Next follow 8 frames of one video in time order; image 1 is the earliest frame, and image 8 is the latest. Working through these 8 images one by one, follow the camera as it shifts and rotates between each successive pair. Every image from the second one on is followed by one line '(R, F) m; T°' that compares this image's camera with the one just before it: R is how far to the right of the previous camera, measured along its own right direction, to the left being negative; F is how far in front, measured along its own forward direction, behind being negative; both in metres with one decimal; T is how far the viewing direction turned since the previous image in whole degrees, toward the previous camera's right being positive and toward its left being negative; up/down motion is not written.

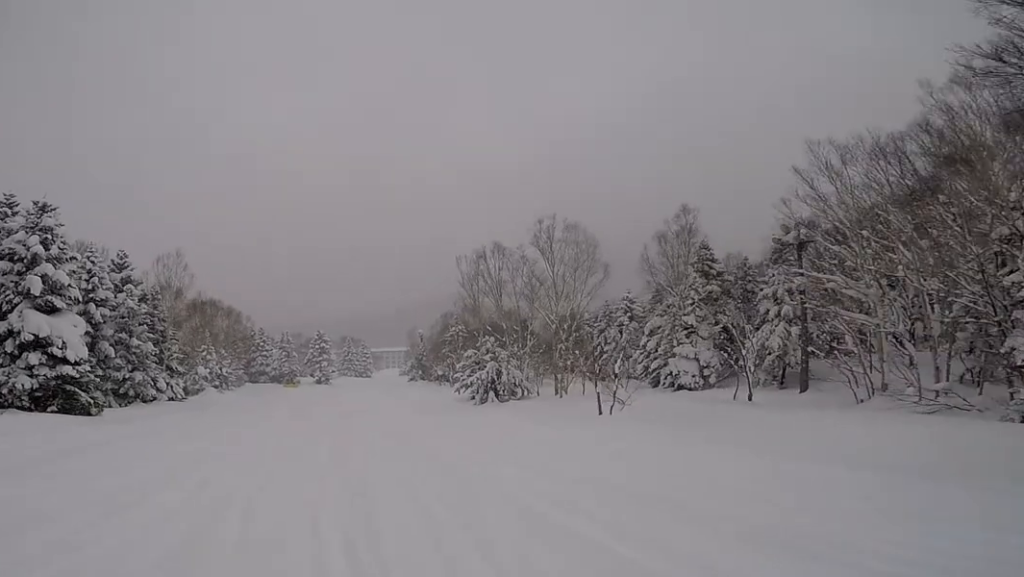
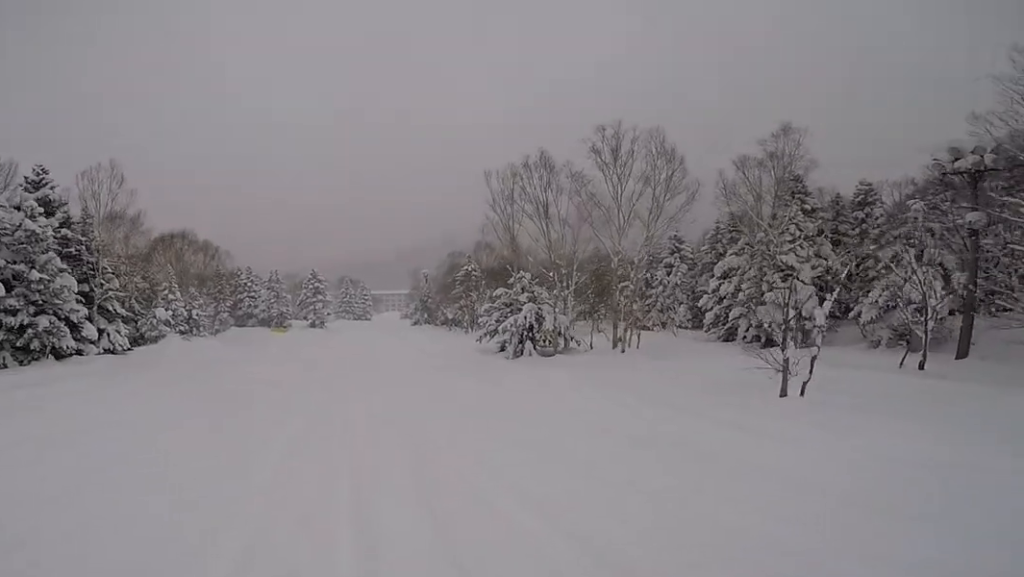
(-0.5, +9.3) m; -6°
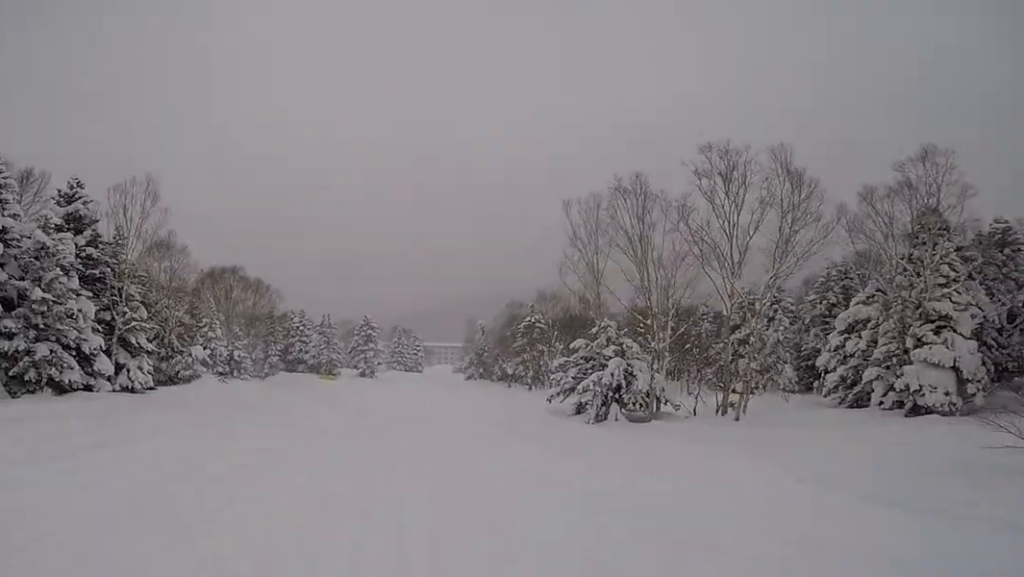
(-0.4, +4.7) m; -2°
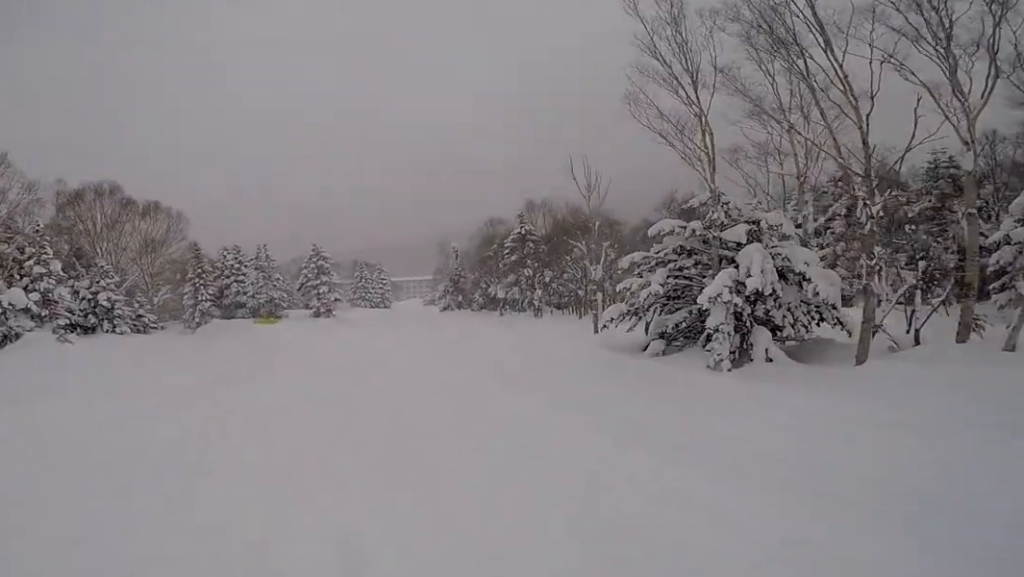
(+1.9, +13.1) m; +10°
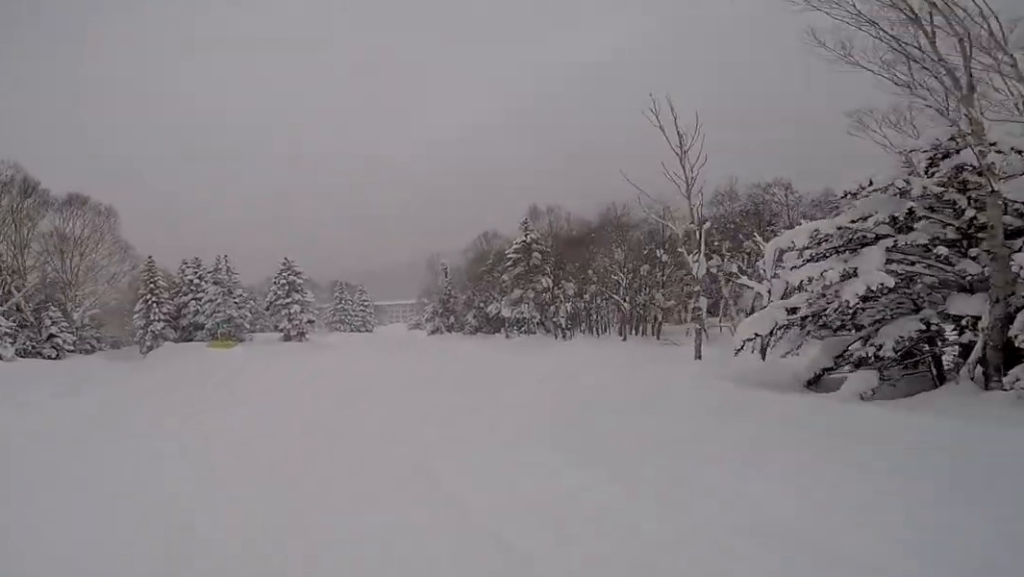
(0.0, +7.7) m; 0°
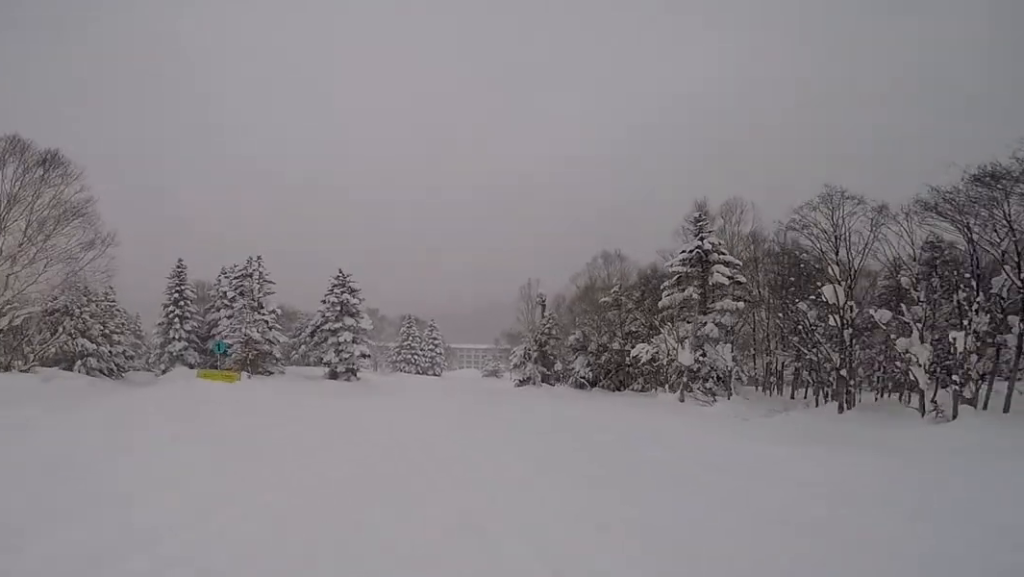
(+0.4, +14.2) m; -1°
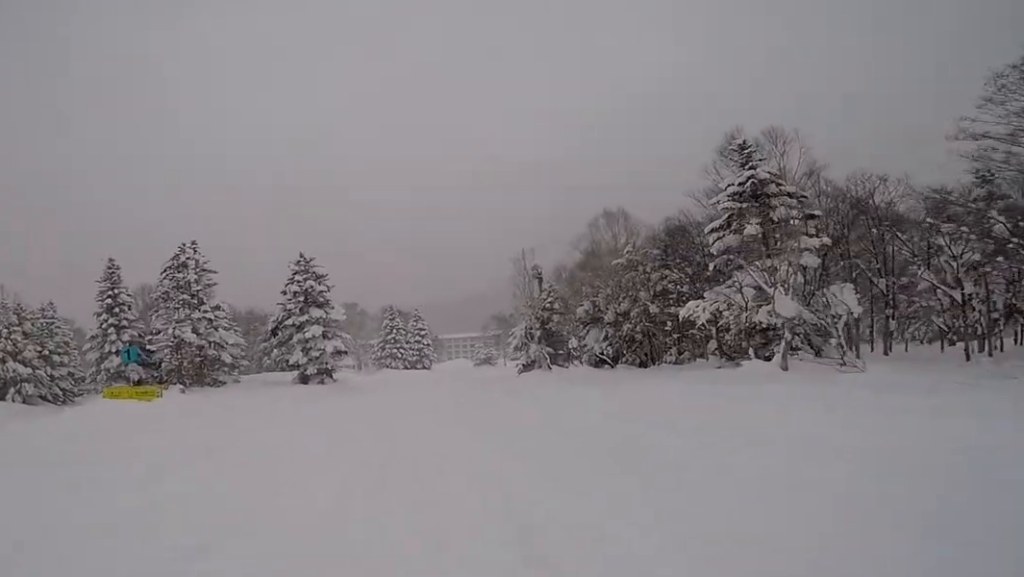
(-0.9, +6.8) m; -7°
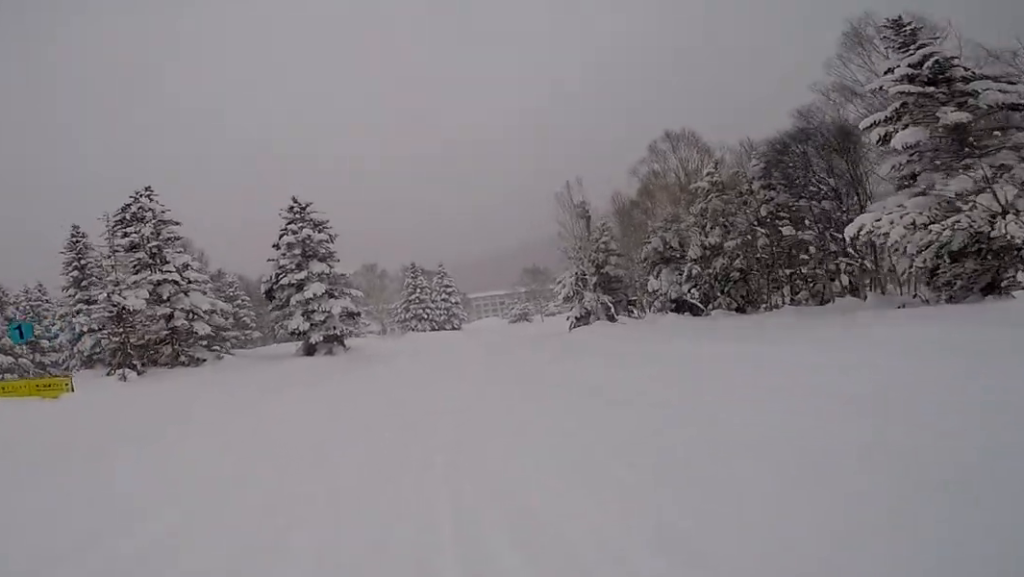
(-0.2, +7.1) m; 0°
